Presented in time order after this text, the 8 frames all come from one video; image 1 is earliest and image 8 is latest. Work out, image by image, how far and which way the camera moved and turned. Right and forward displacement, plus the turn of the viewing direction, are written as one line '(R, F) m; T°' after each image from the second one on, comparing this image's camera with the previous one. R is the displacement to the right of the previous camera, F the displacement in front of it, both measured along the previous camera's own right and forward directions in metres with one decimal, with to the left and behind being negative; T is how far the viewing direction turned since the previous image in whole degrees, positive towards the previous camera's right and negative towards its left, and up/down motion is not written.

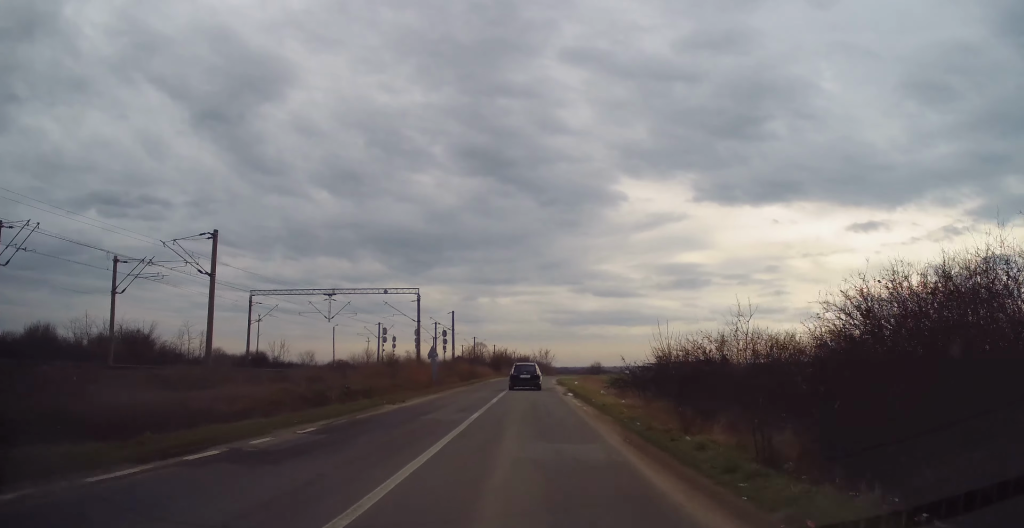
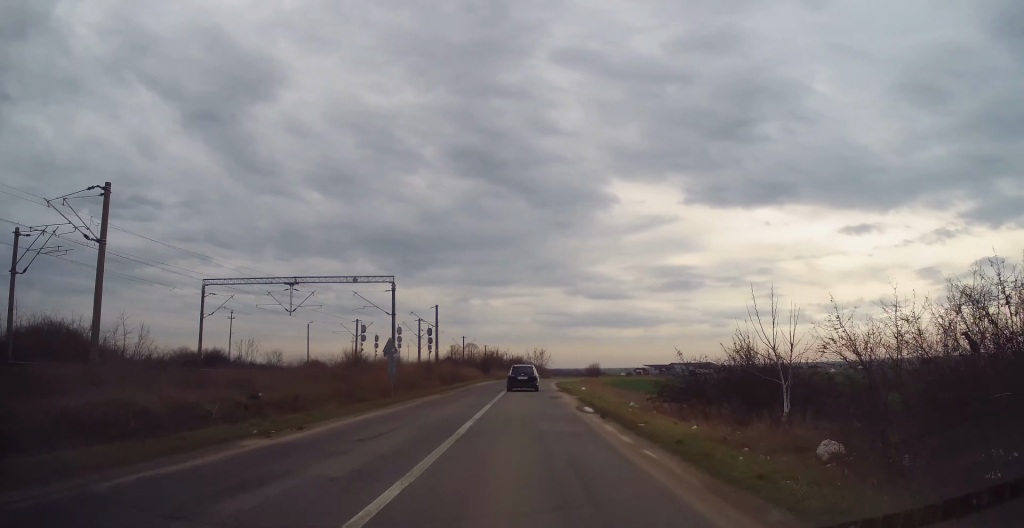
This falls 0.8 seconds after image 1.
(-0.1, +10.6) m; 0°
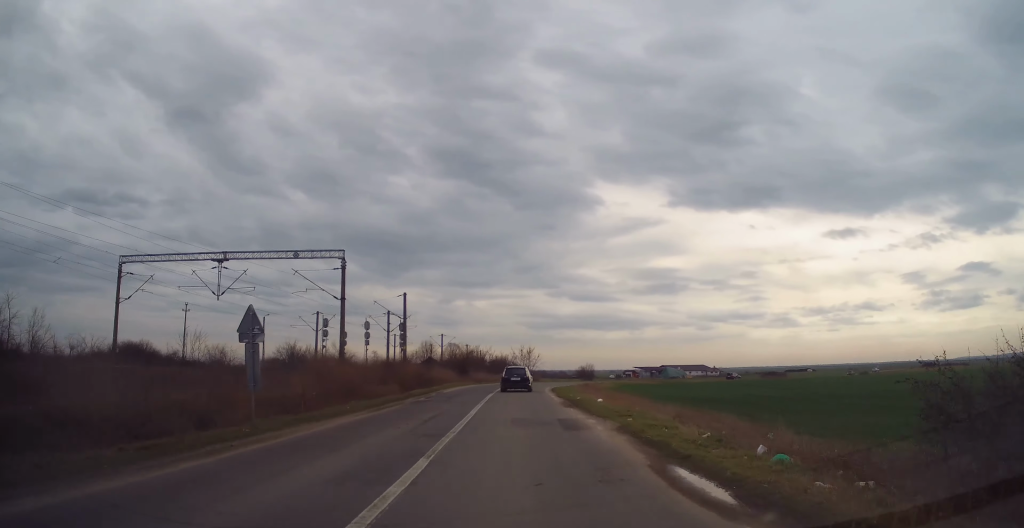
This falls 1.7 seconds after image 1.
(+0.3, +13.0) m; +1°
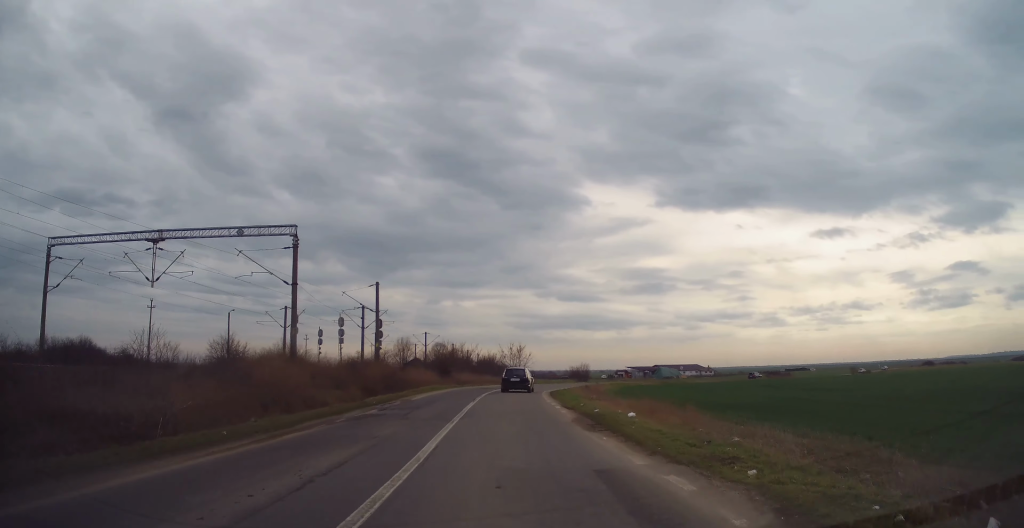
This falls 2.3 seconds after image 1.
(0.0, +8.4) m; 0°
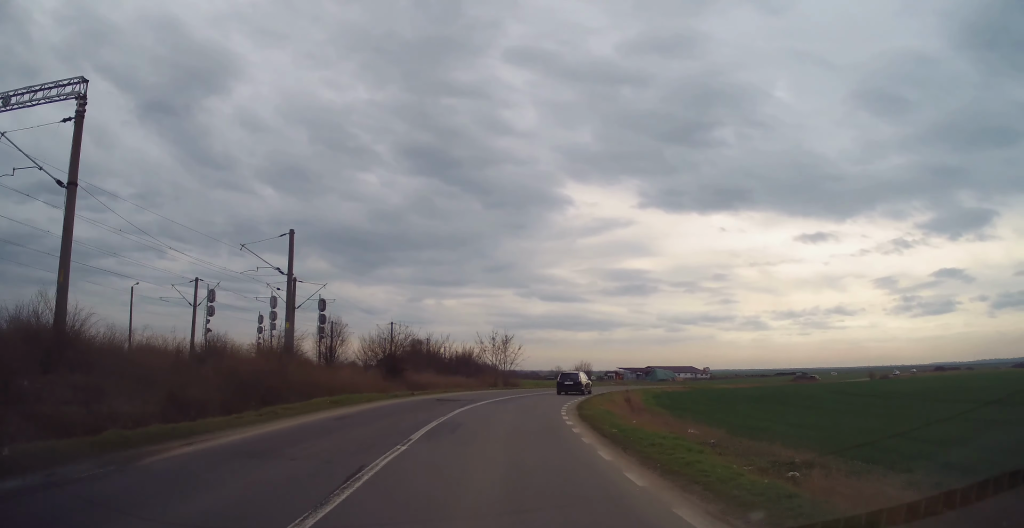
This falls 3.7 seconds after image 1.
(0.0, +20.4) m; +1°
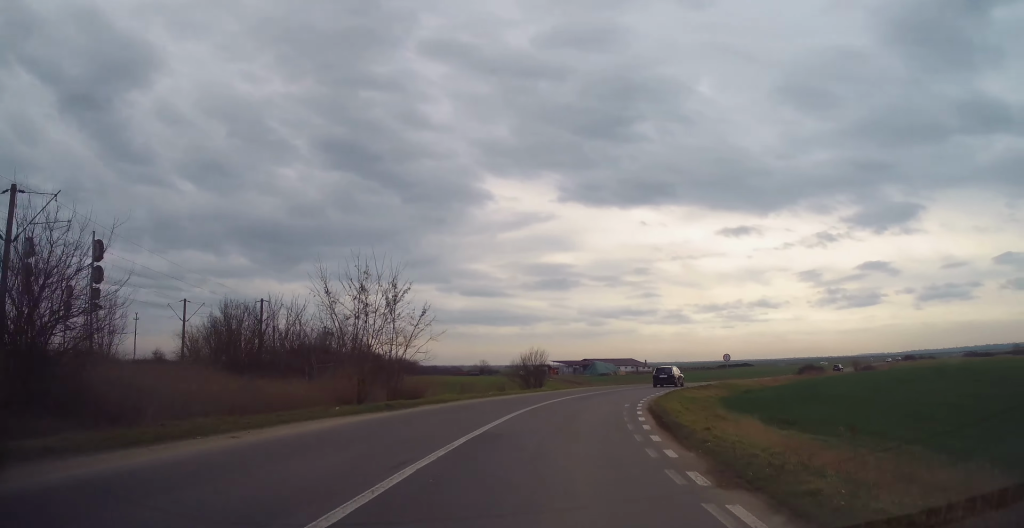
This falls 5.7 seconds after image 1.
(+2.6, +29.5) m; +12°
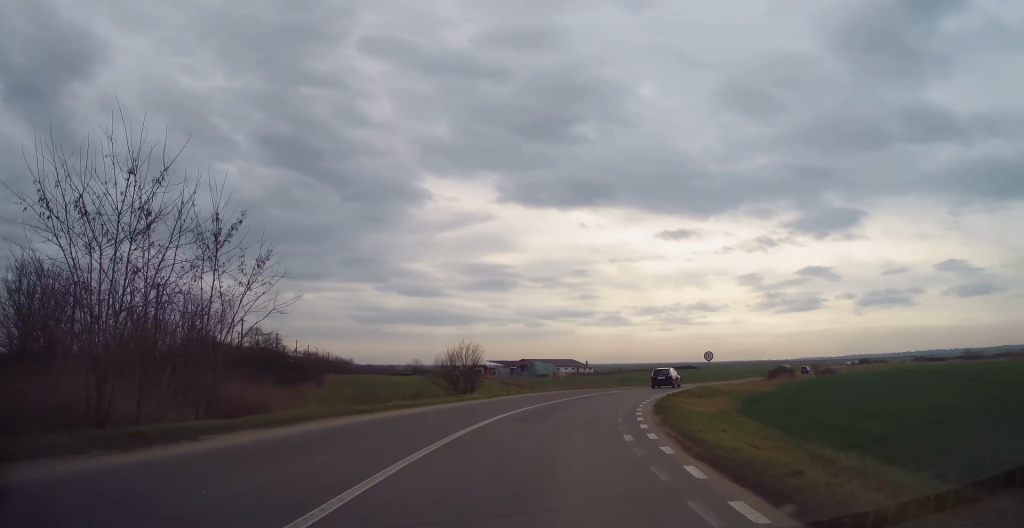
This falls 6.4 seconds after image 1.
(+0.2, +10.9) m; +5°
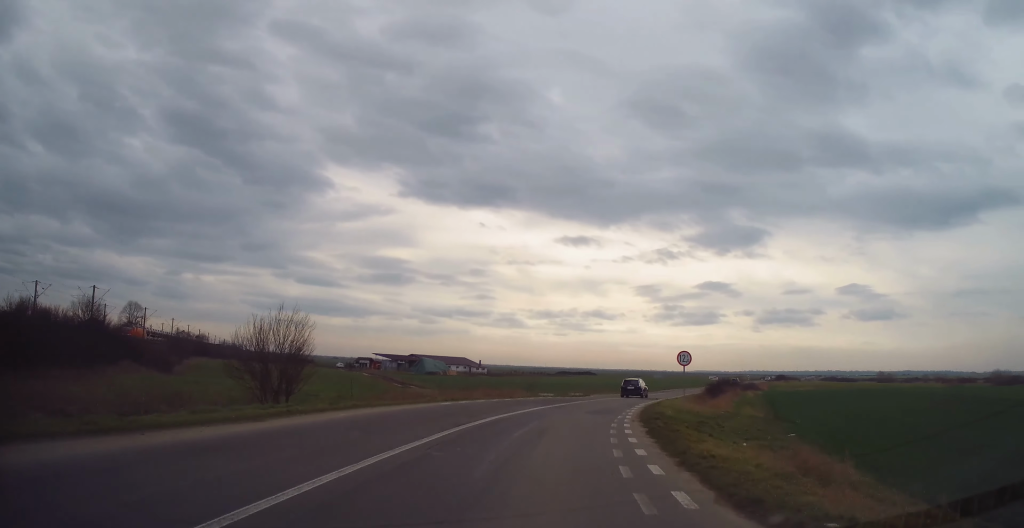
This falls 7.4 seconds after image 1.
(+1.2, +15.8) m; +10°
